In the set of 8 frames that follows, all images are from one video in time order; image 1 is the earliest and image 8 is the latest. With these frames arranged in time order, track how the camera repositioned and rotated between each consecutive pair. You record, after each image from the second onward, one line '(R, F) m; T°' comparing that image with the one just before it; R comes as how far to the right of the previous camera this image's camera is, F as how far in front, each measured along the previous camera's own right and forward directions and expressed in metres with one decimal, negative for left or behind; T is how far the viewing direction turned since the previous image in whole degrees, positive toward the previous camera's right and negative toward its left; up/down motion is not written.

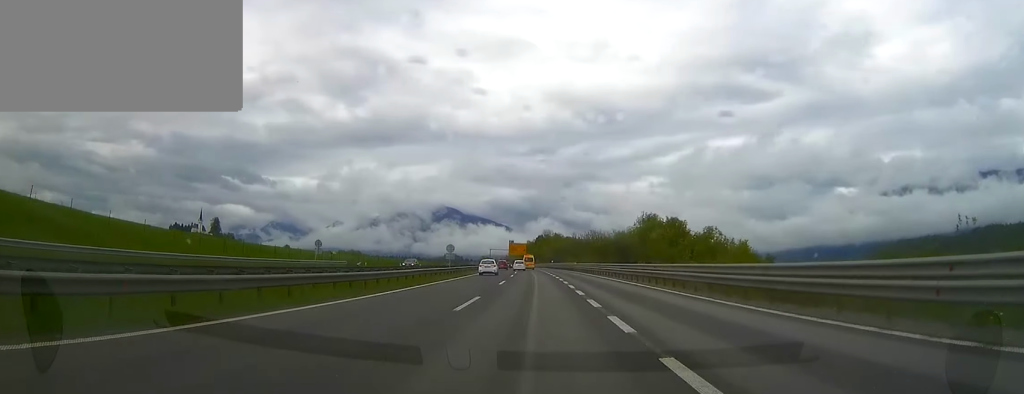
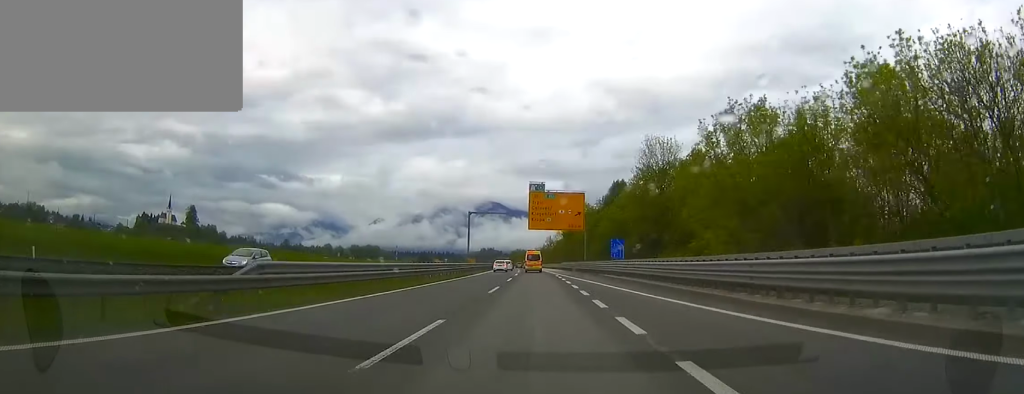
(-4.6, +166.6) m; -4°
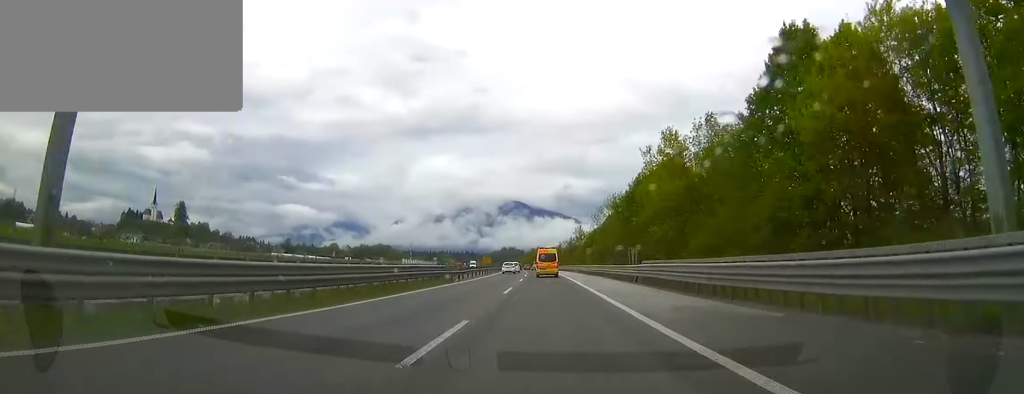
(-1.5, +67.4) m; -3°
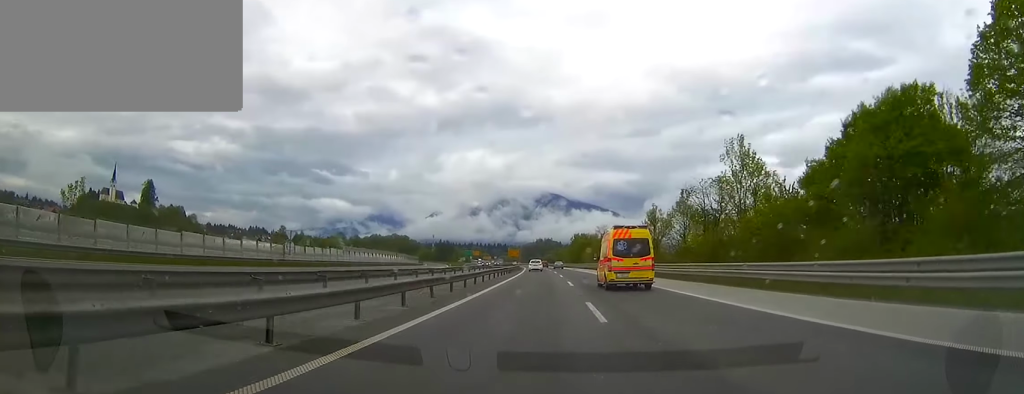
(-4.0, +118.9) m; -3°
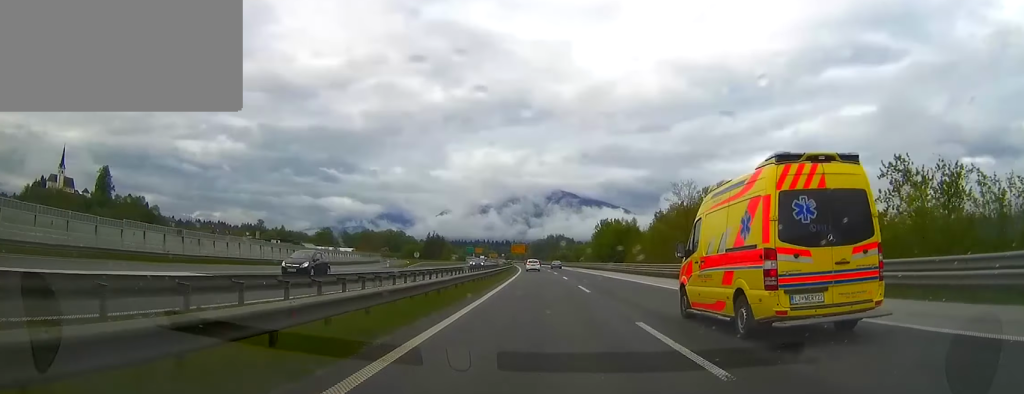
(-0.2, +77.3) m; -1°
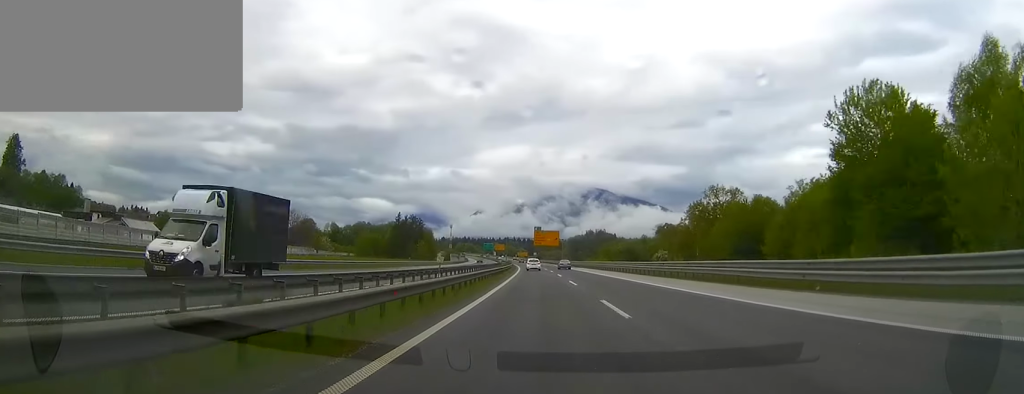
(-4.1, +134.7) m; -3°
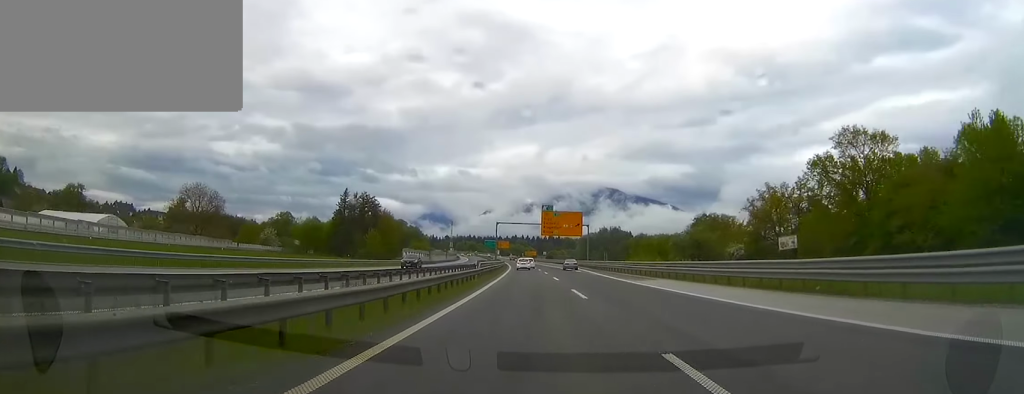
(-0.4, +64.1) m; -1°
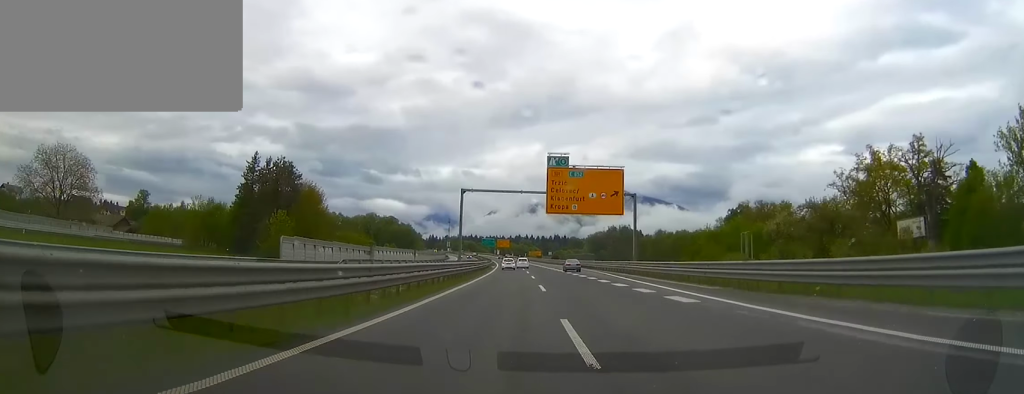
(-0.7, +47.9) m; -1°
